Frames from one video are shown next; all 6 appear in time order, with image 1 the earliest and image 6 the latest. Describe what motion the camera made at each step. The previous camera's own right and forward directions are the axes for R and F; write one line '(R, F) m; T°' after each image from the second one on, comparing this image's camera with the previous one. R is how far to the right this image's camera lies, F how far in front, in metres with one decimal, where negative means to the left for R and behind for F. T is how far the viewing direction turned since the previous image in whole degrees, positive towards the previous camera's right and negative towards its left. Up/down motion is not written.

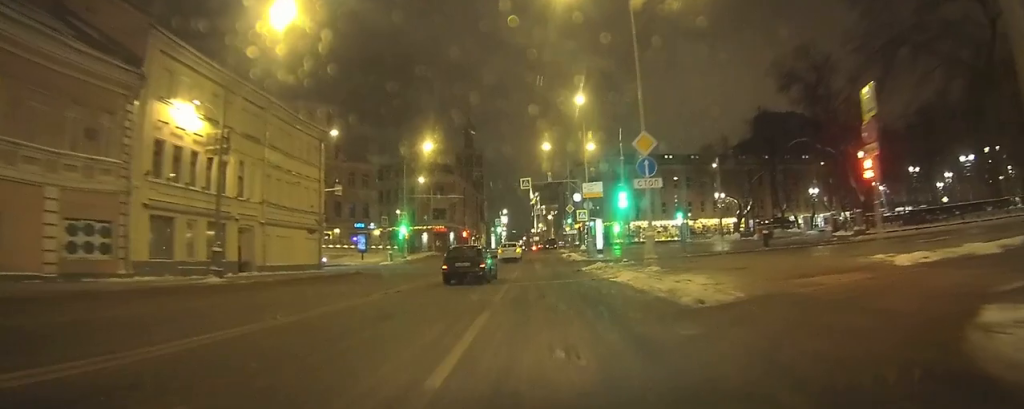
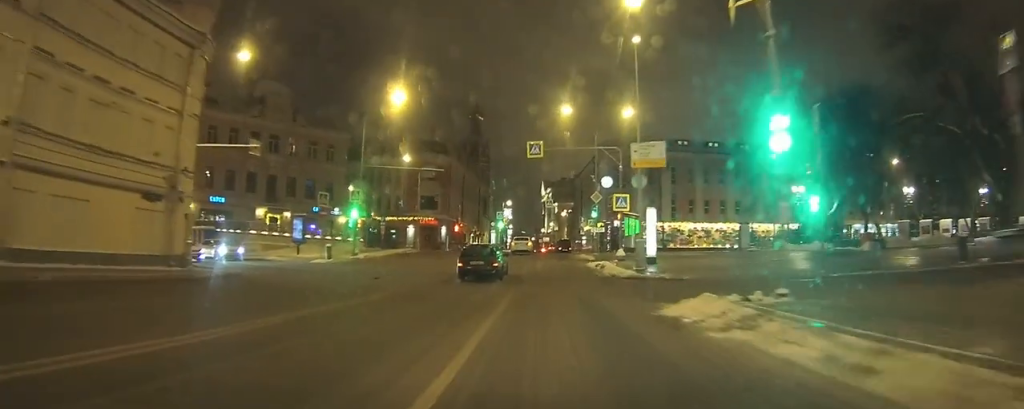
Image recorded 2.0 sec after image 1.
(-0.5, +18.2) m; -1°
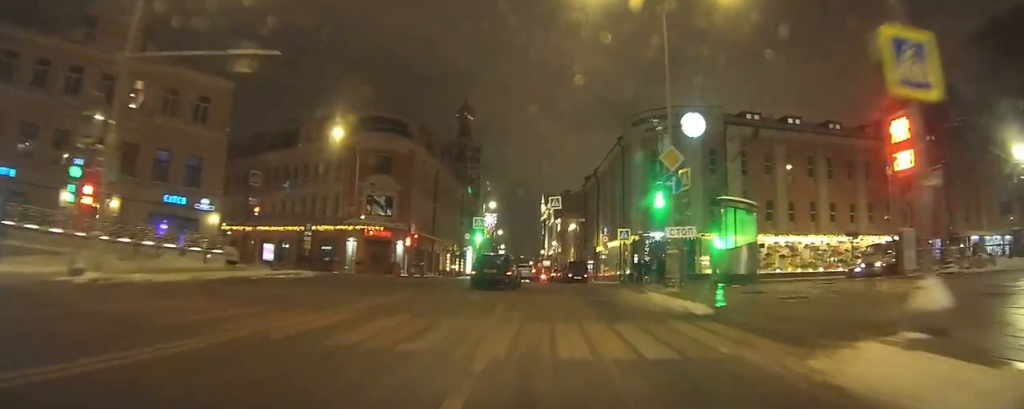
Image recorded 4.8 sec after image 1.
(+0.3, +26.3) m; 0°
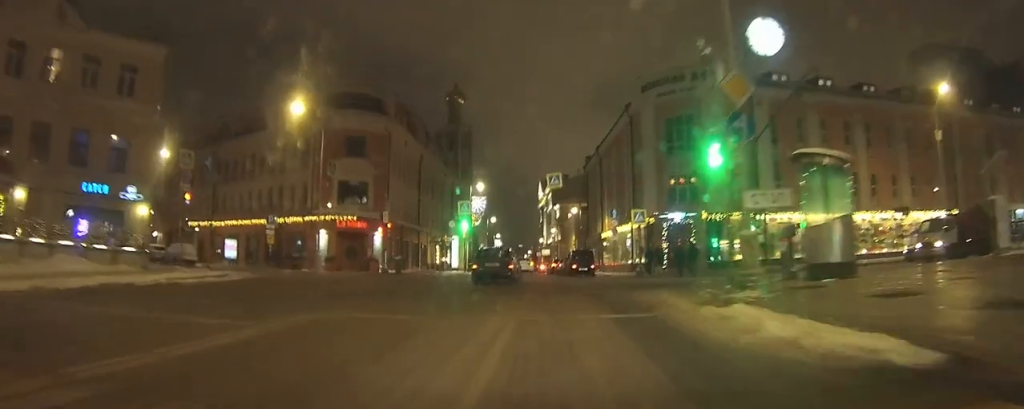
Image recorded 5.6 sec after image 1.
(0.0, +7.8) m; 0°
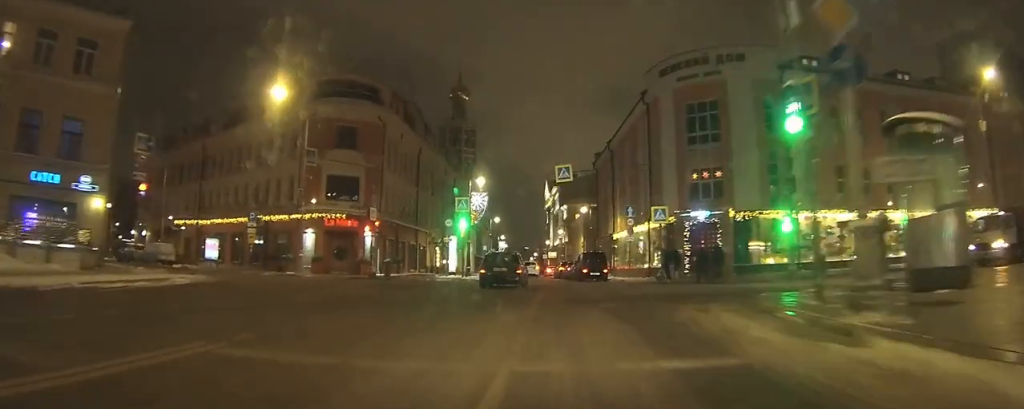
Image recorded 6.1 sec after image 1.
(0.0, +4.6) m; 0°
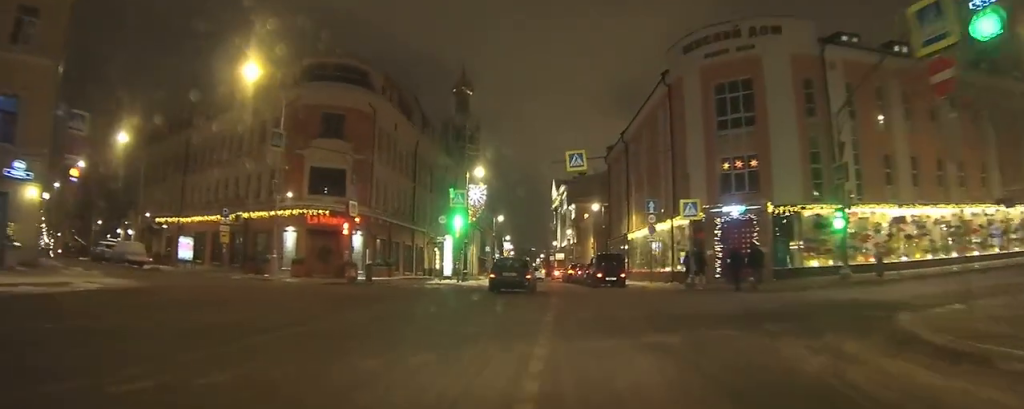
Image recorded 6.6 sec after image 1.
(0.0, +5.2) m; 0°
